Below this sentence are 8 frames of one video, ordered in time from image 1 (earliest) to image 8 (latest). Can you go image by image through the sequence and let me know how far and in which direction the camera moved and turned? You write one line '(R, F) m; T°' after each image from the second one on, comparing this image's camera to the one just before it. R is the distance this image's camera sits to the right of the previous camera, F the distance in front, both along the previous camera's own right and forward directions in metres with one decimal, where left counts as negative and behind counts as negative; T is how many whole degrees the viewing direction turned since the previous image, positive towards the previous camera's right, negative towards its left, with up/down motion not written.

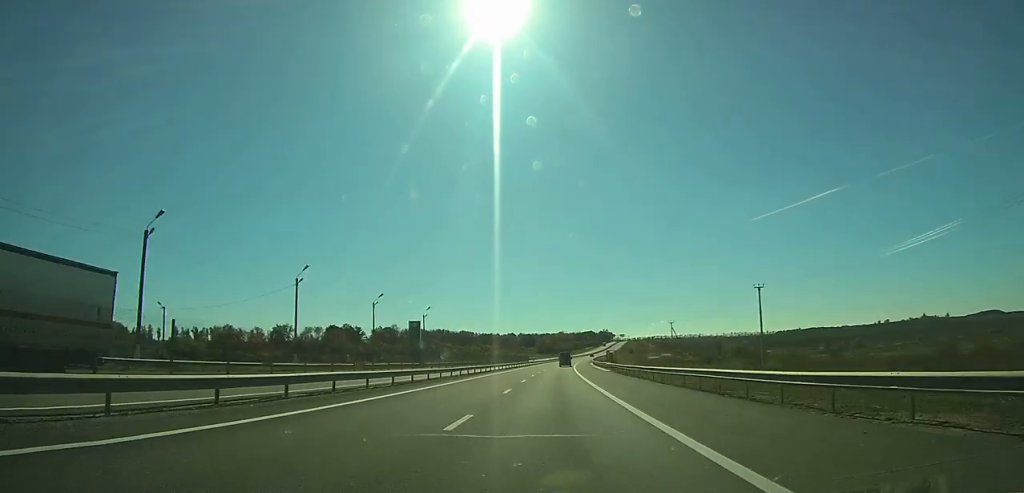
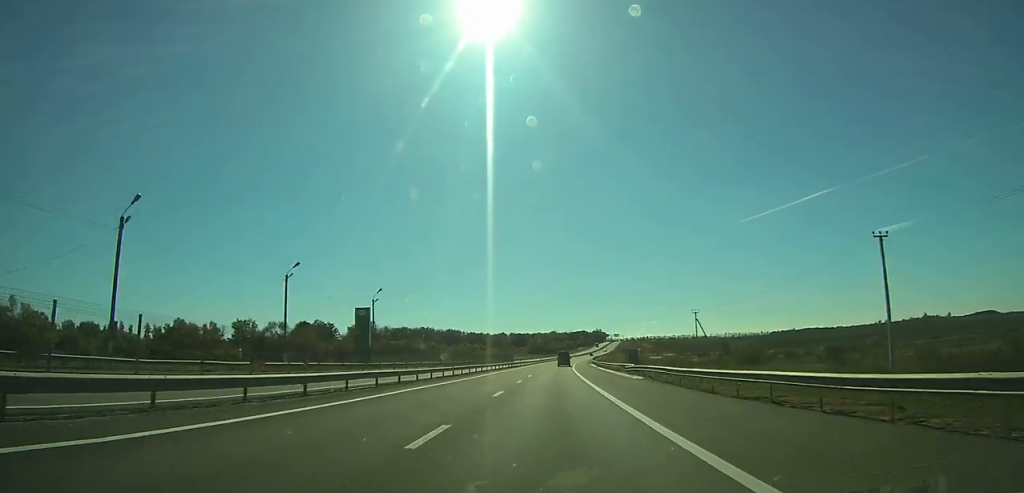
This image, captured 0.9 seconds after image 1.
(+0.2, +26.4) m; +1°
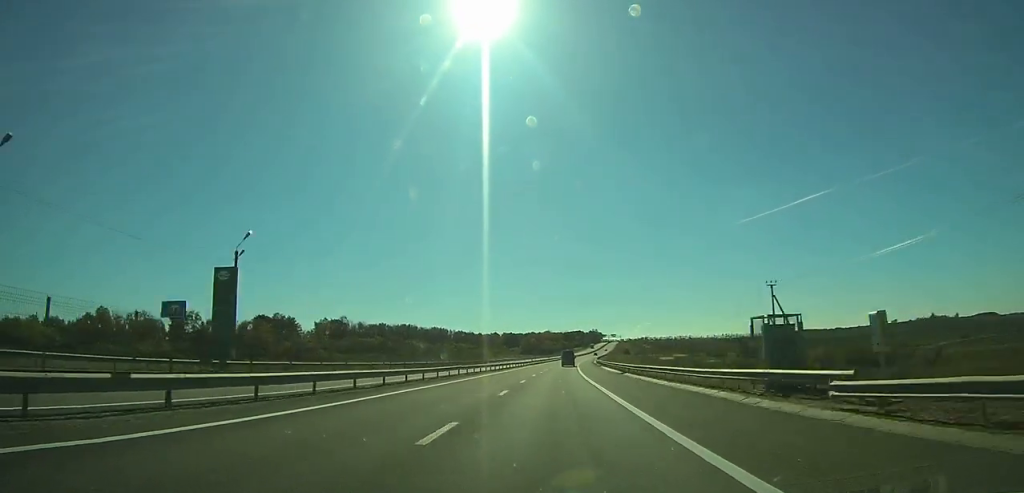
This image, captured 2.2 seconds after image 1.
(+0.3, +35.7) m; +1°
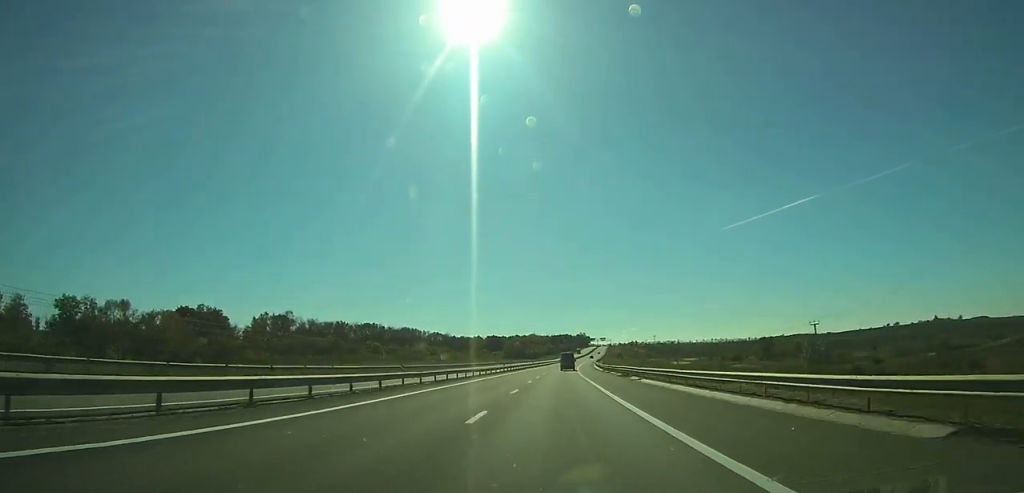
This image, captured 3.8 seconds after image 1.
(+0.4, +44.9) m; +1°
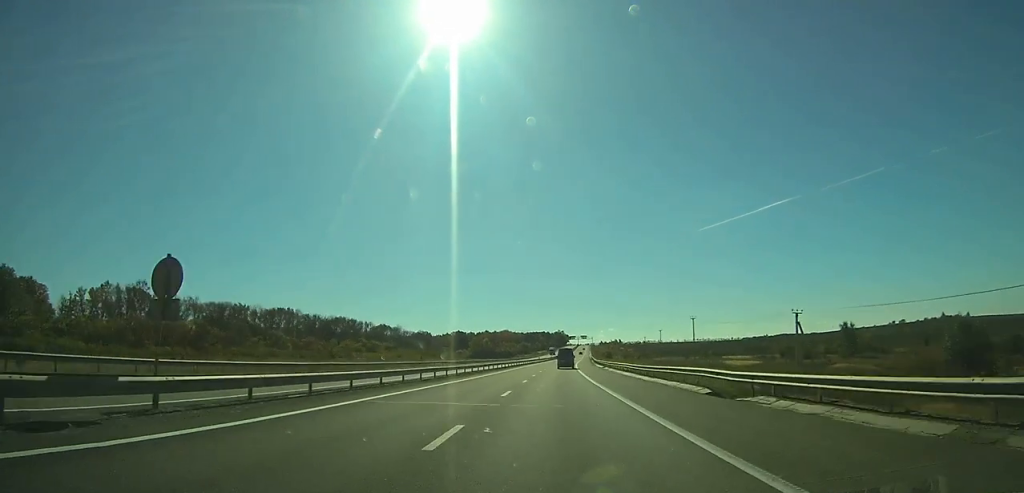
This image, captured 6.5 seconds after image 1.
(+1.7, +76.3) m; +2°
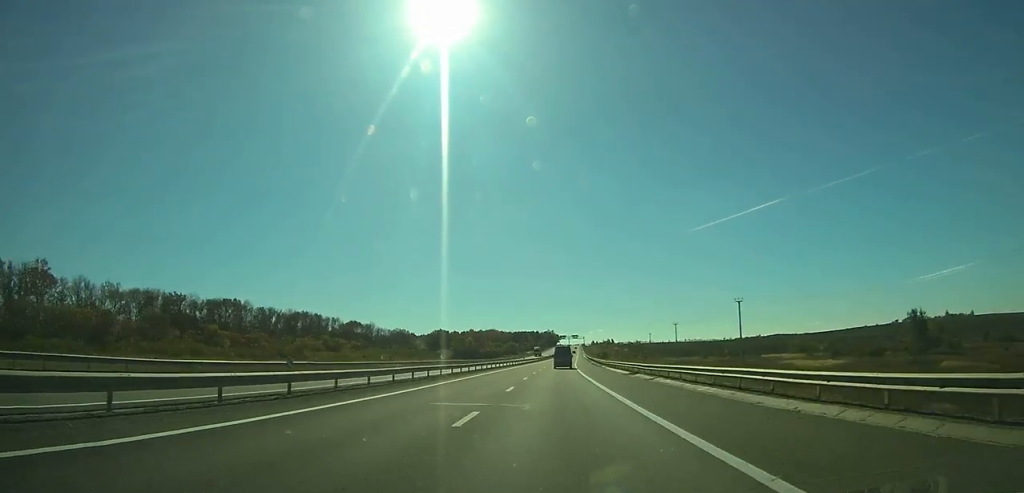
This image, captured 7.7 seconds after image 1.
(+0.3, +33.4) m; +1°
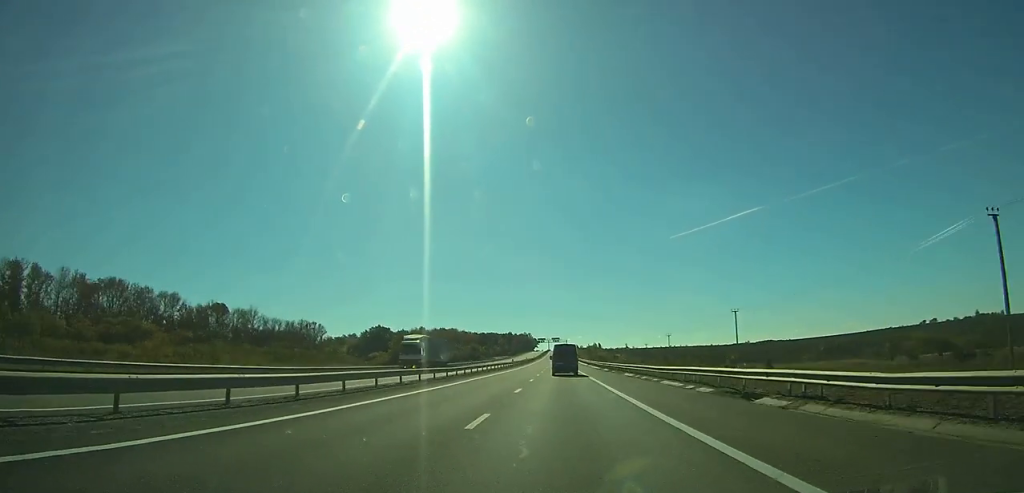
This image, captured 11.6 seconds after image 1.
(+2.3, +107.6) m; +2°
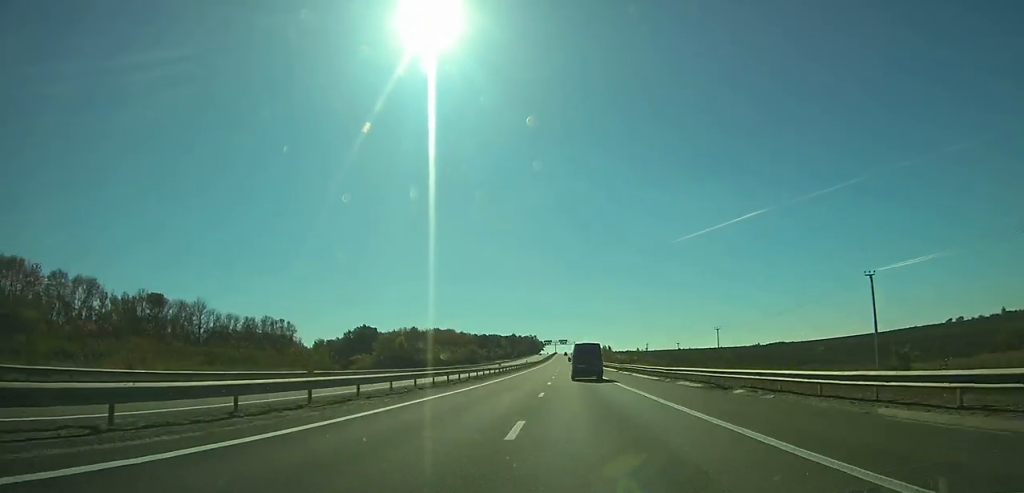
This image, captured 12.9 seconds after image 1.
(+0.1, +37.1) m; 0°
